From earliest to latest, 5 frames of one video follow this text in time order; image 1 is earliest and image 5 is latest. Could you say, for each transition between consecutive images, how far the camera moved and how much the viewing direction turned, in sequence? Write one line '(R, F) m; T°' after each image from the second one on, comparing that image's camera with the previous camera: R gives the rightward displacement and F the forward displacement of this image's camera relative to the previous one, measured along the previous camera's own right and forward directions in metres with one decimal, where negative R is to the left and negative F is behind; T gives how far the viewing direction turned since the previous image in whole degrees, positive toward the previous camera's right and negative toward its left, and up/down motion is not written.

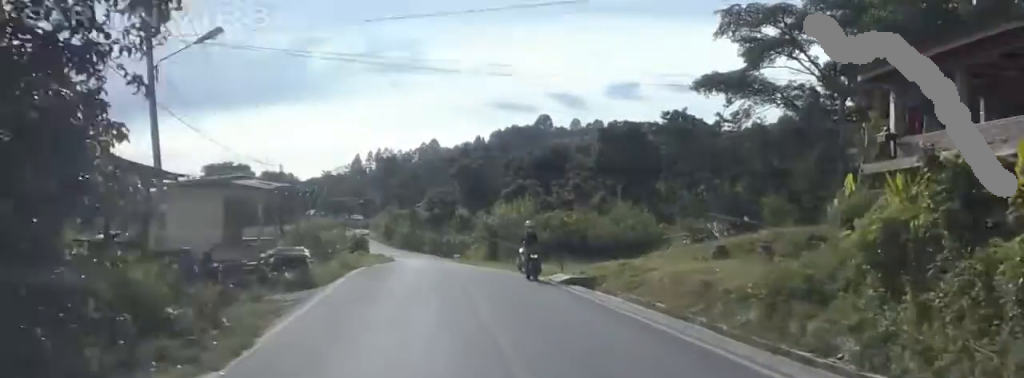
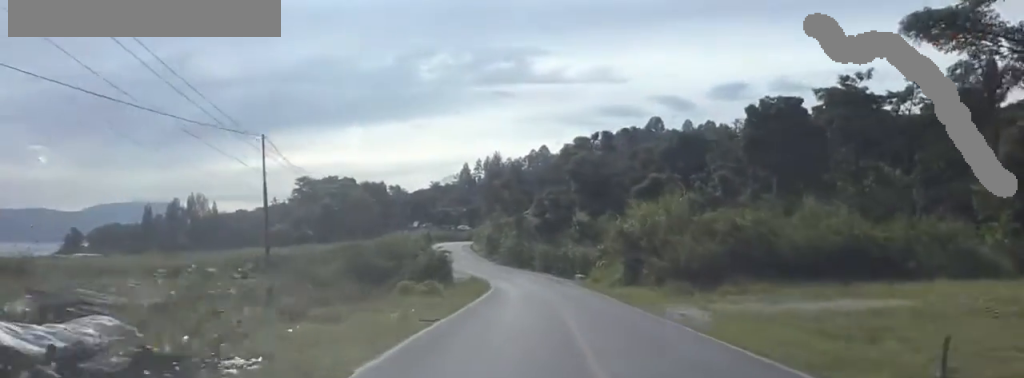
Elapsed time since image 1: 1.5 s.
(+0.3, +22.4) m; -2°
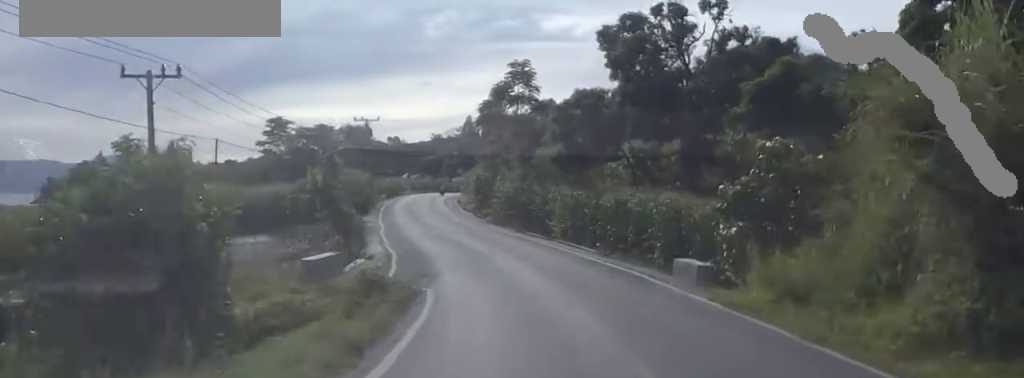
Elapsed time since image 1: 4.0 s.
(-0.9, +37.8) m; -2°
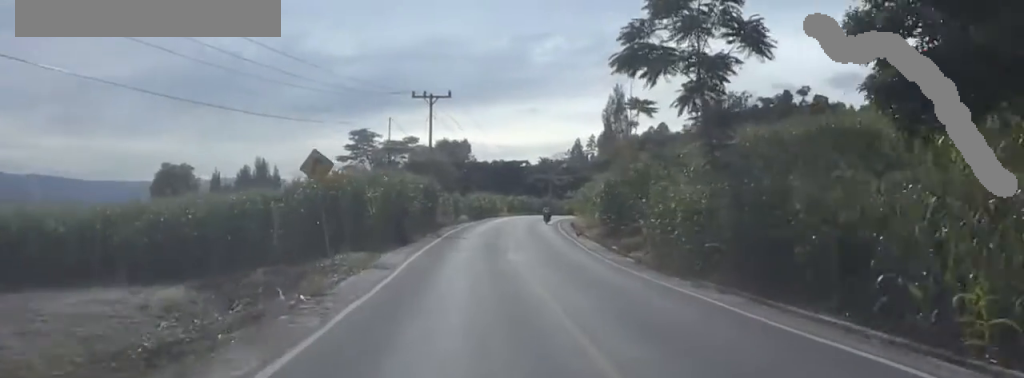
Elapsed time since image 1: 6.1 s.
(-2.1, +29.7) m; -4°
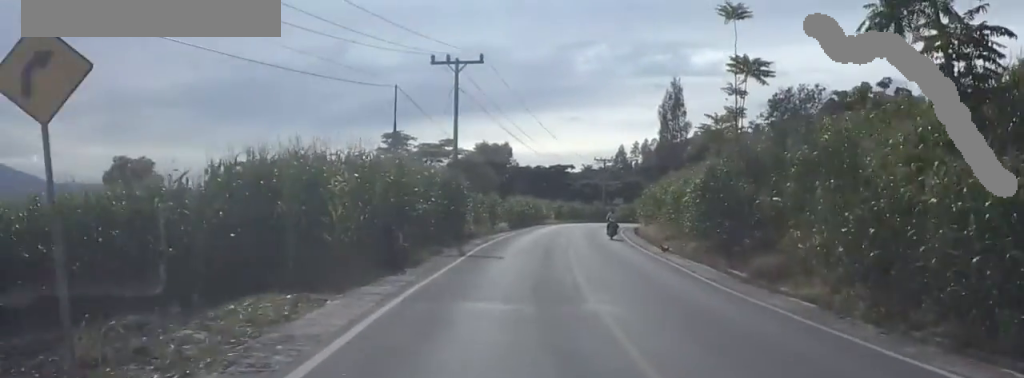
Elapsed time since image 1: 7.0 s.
(+0.9, +13.8) m; +1°
